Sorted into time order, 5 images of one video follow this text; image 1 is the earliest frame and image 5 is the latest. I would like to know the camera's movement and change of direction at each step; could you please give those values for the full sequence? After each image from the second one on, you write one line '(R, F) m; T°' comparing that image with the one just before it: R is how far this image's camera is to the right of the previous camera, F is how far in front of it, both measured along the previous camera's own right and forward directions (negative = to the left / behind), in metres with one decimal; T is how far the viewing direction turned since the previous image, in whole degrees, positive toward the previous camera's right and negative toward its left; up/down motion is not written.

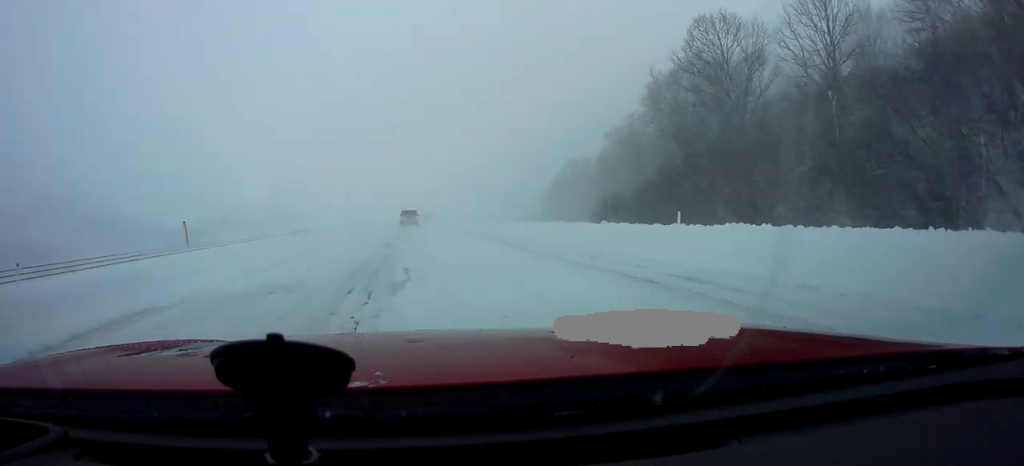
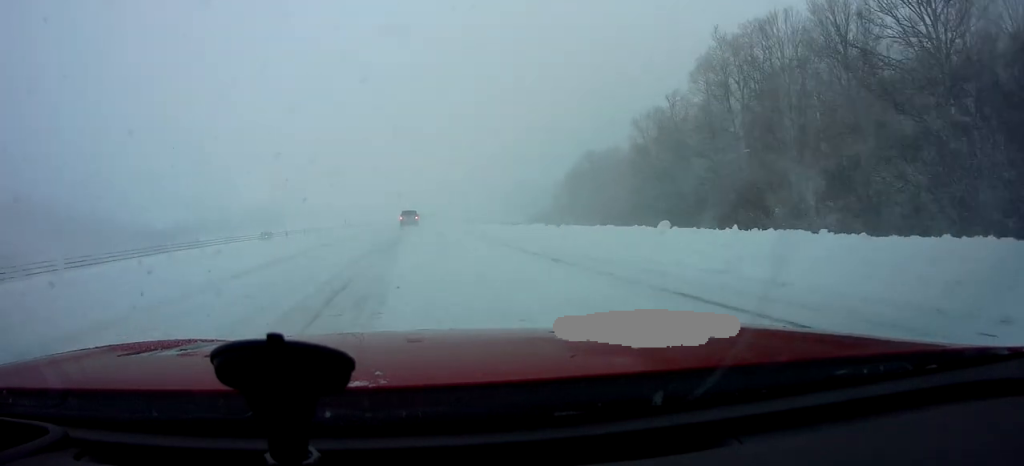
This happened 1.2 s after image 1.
(0.0, +17.3) m; 0°
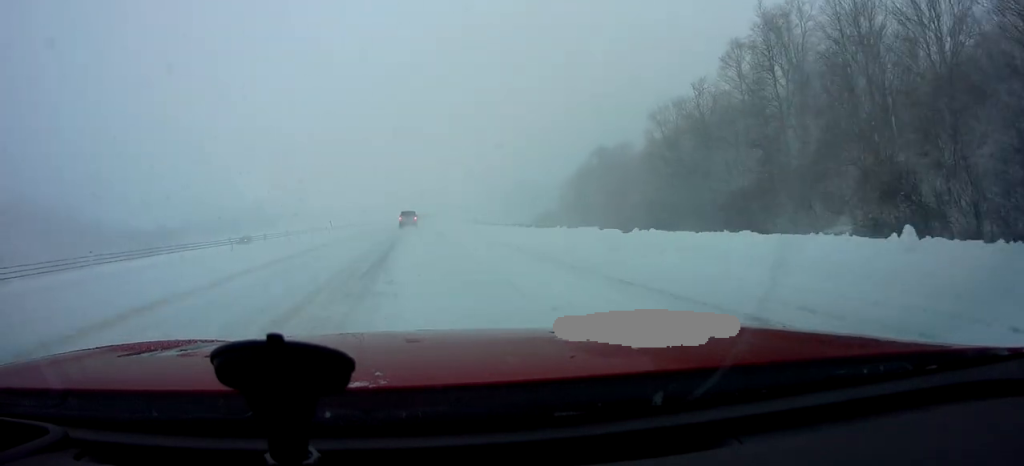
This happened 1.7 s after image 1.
(0.0, +8.6) m; +1°
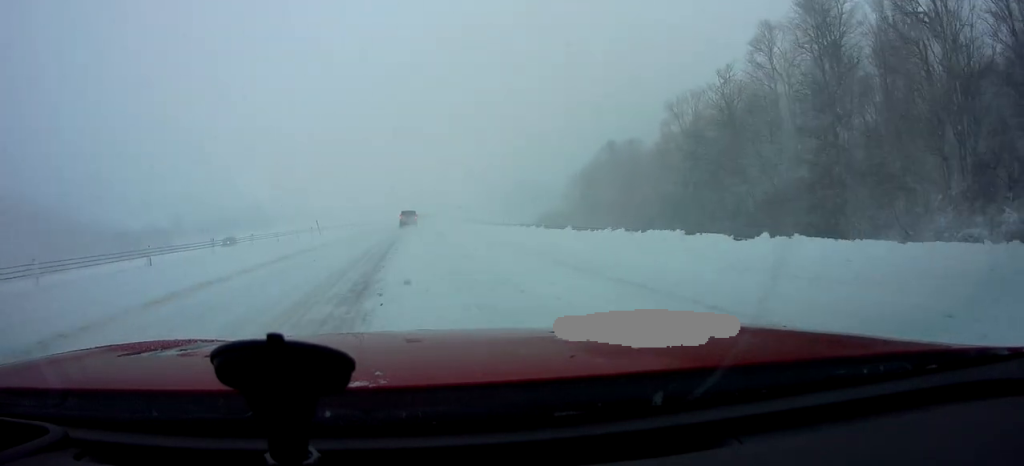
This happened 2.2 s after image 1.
(-0.1, +6.6) m; +1°
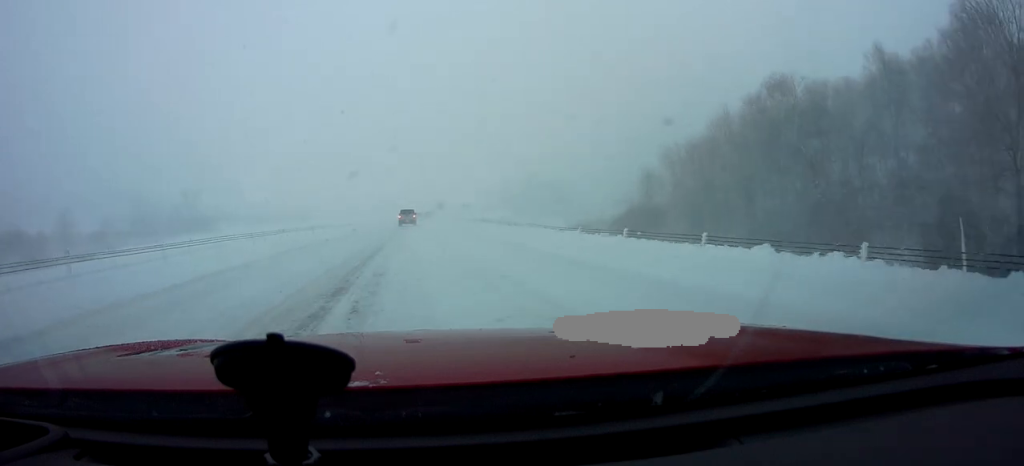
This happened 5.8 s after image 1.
(+1.0, +55.7) m; +1°
